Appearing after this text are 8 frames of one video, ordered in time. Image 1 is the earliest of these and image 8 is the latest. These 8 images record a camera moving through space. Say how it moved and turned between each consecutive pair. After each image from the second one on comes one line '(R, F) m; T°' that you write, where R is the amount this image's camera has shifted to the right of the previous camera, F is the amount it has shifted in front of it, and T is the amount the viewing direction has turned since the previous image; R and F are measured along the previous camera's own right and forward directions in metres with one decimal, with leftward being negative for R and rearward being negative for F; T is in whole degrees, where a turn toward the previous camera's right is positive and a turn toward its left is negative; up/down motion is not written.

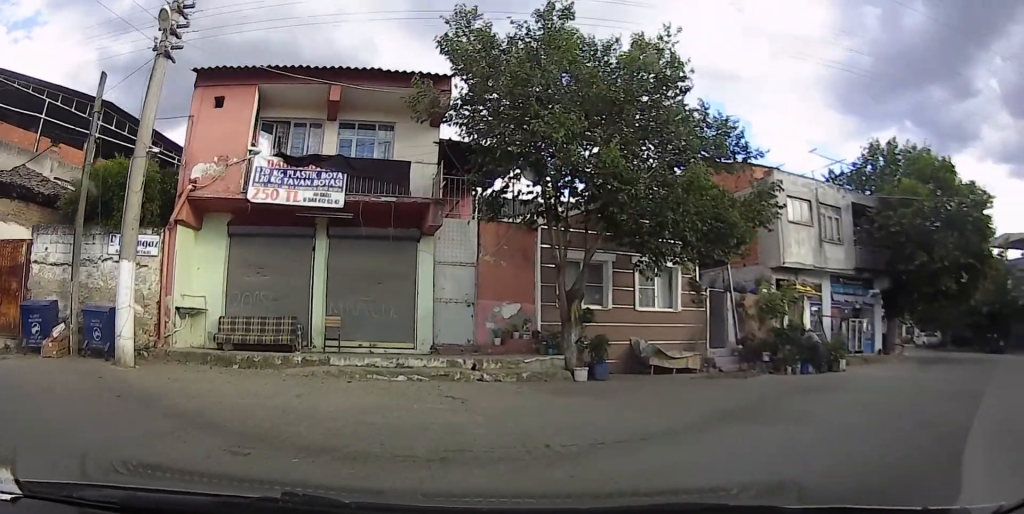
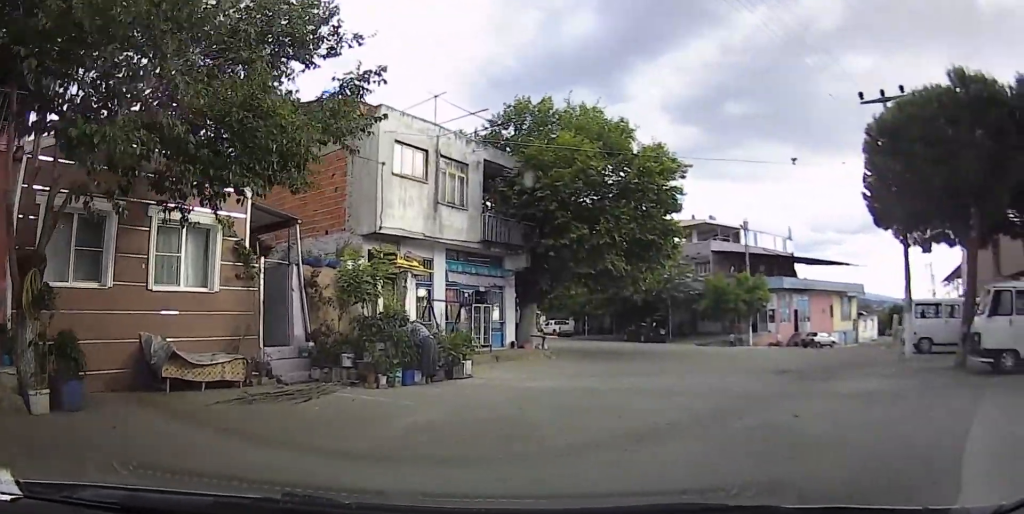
(+1.3, +5.6) m; +46°
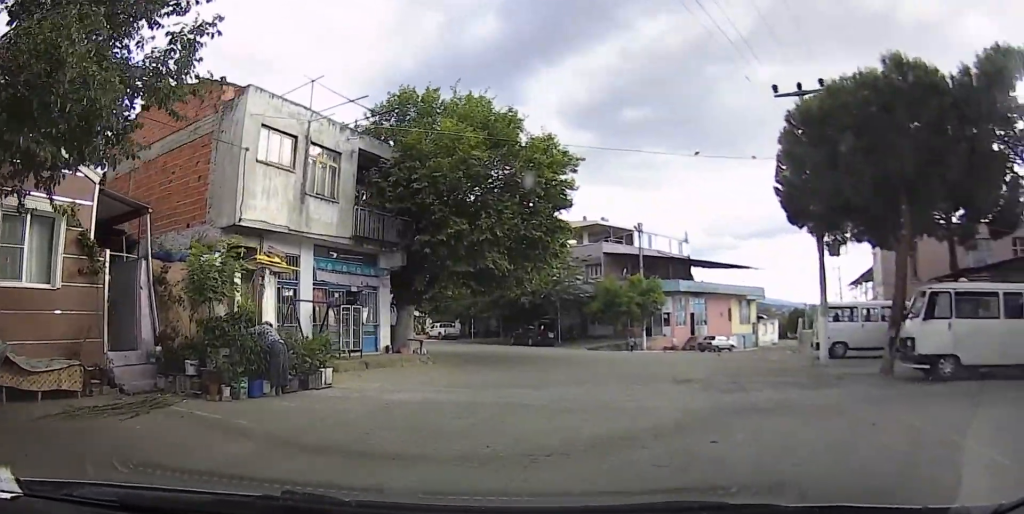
(+0.2, +1.3) m; +10°
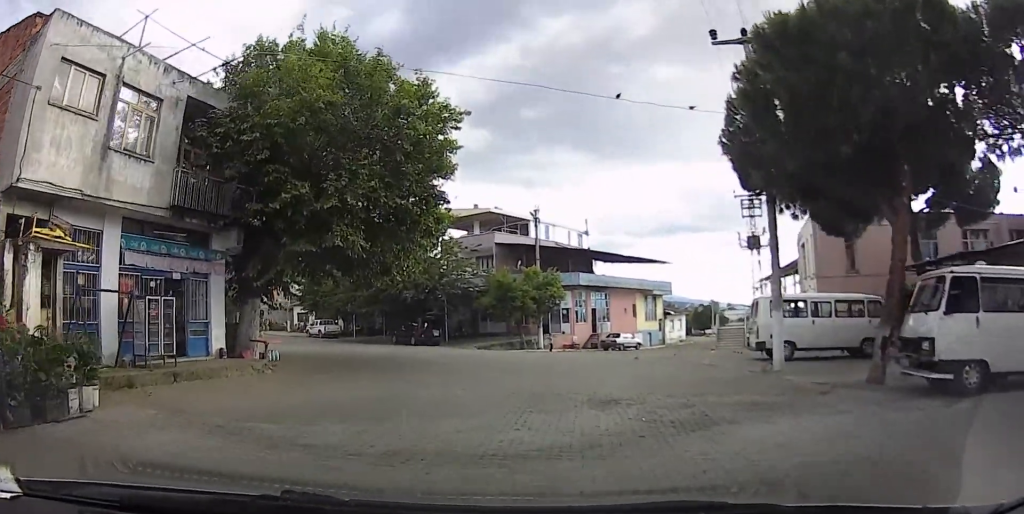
(+0.2, +3.3) m; +9°
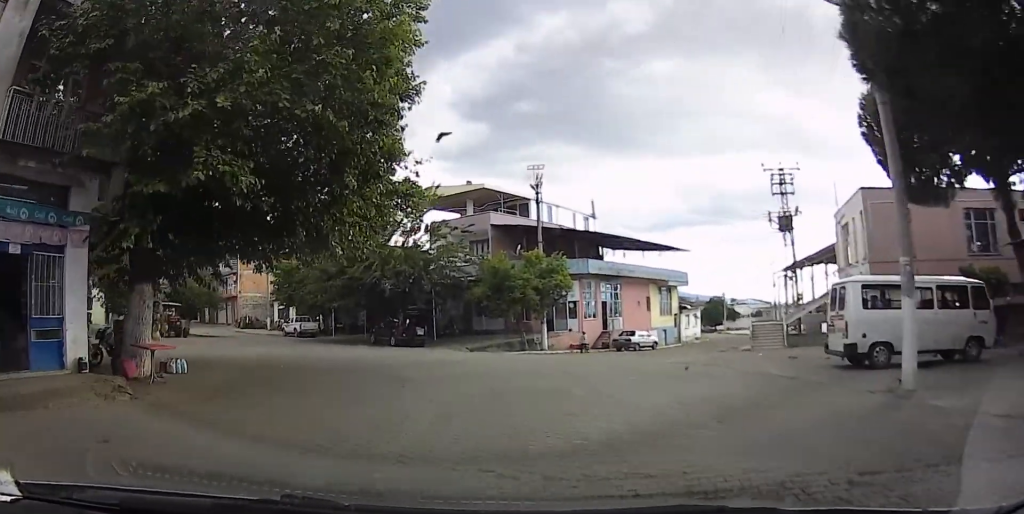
(+0.6, +4.0) m; +19°
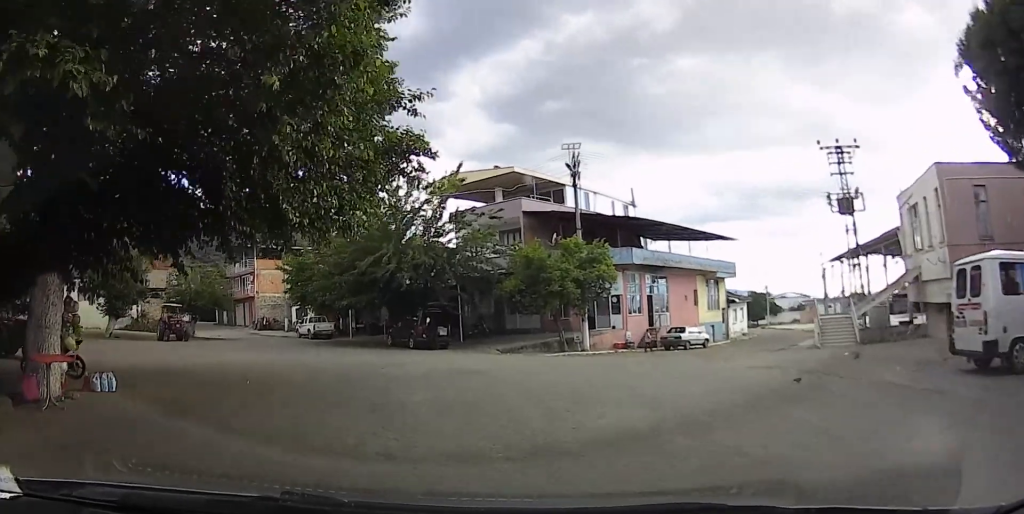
(+0.2, +3.9) m; -2°
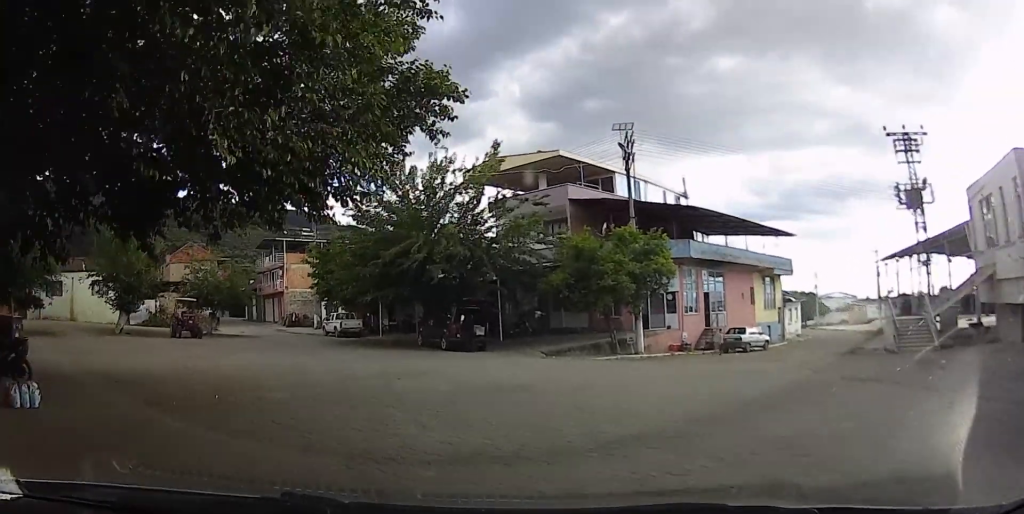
(-0.2, +3.1) m; -5°
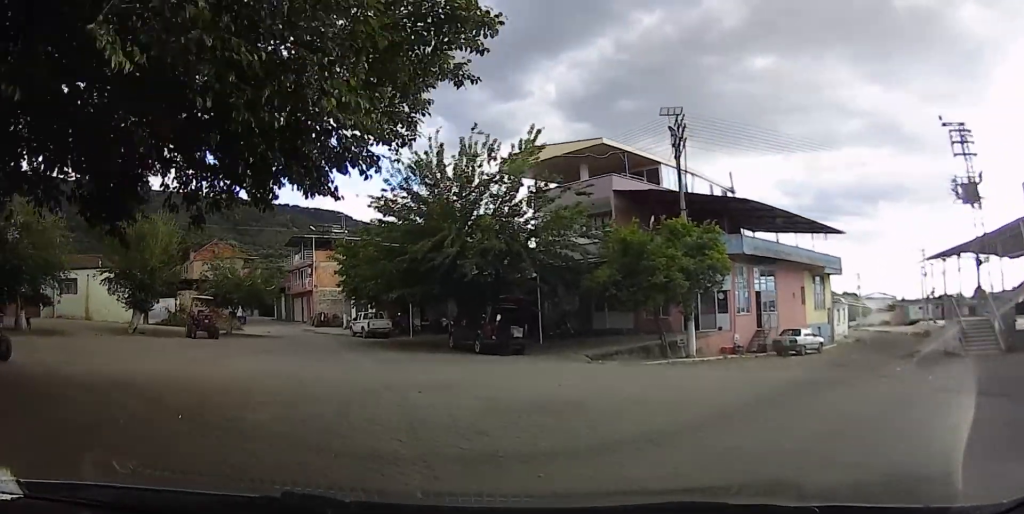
(-0.1, +2.3) m; -6°
